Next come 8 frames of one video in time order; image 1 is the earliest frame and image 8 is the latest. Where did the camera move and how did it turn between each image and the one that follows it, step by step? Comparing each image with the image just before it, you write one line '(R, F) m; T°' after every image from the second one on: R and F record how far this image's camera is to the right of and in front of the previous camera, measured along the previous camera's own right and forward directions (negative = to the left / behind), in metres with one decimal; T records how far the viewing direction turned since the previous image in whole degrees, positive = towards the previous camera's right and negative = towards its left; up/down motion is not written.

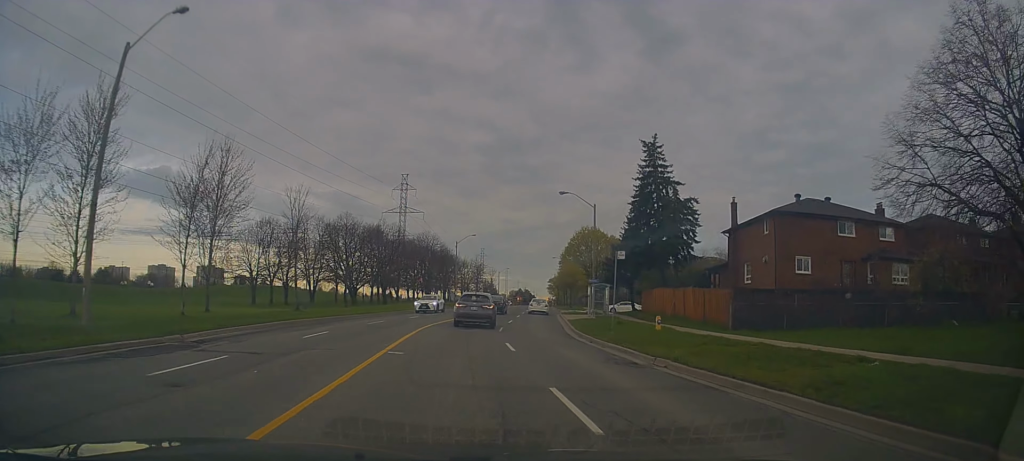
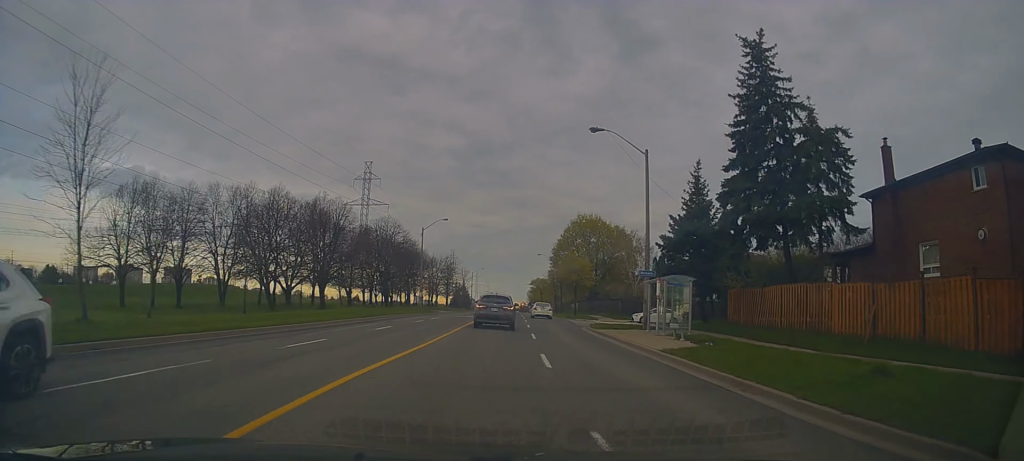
(+1.3, +20.9) m; +5°
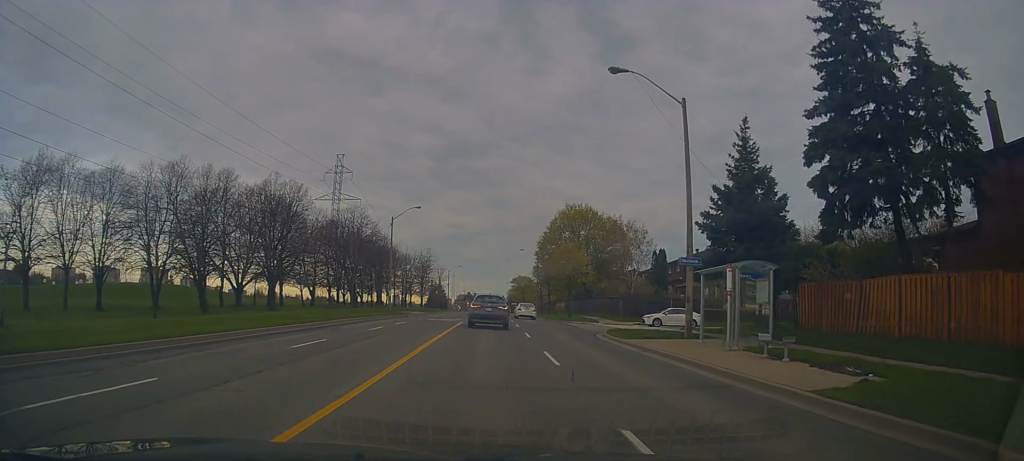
(0.0, +9.1) m; 0°
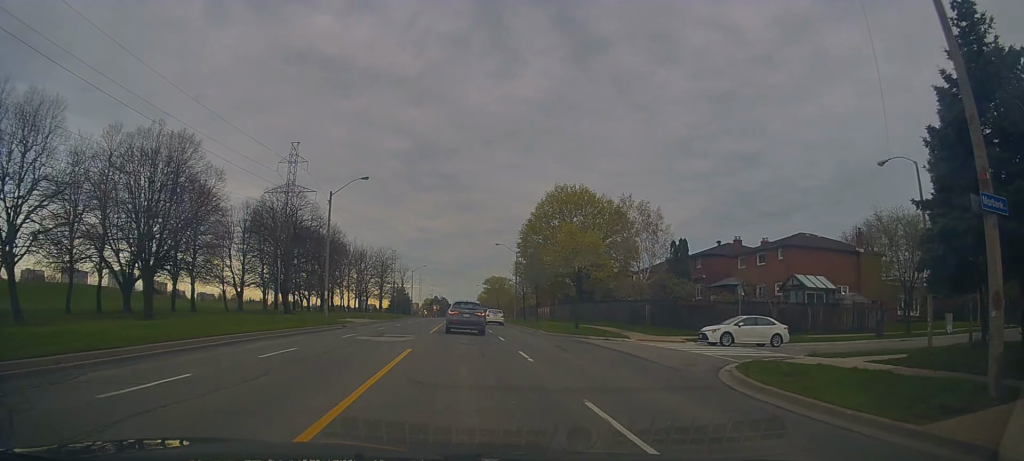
(-0.4, +17.0) m; 0°
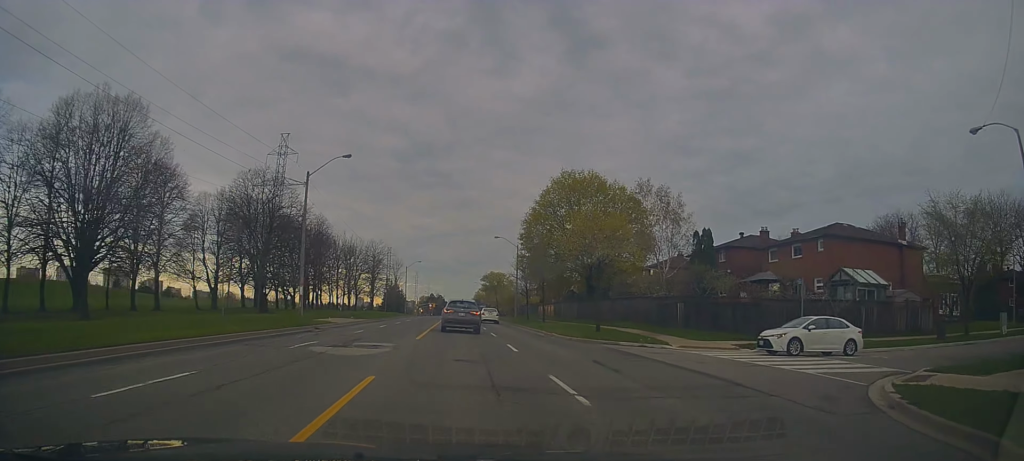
(0.0, +6.4) m; +1°
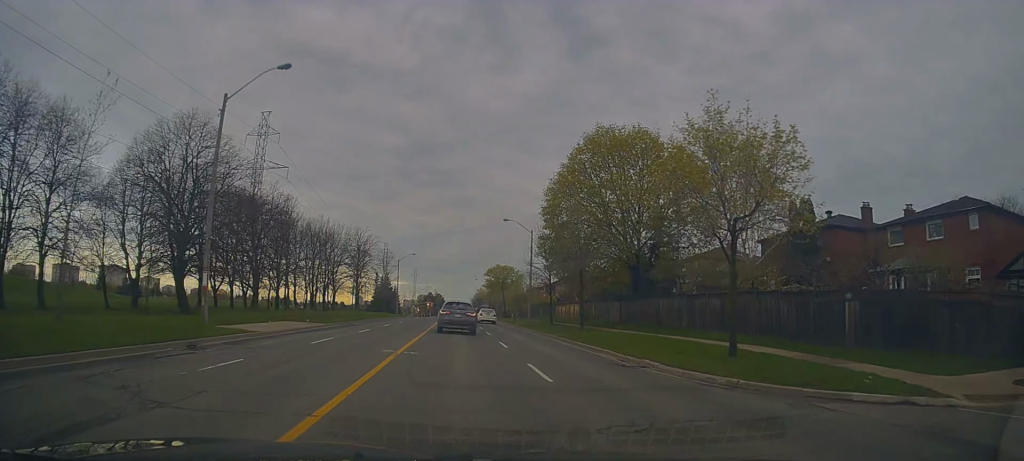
(+0.6, +15.2) m; +4°
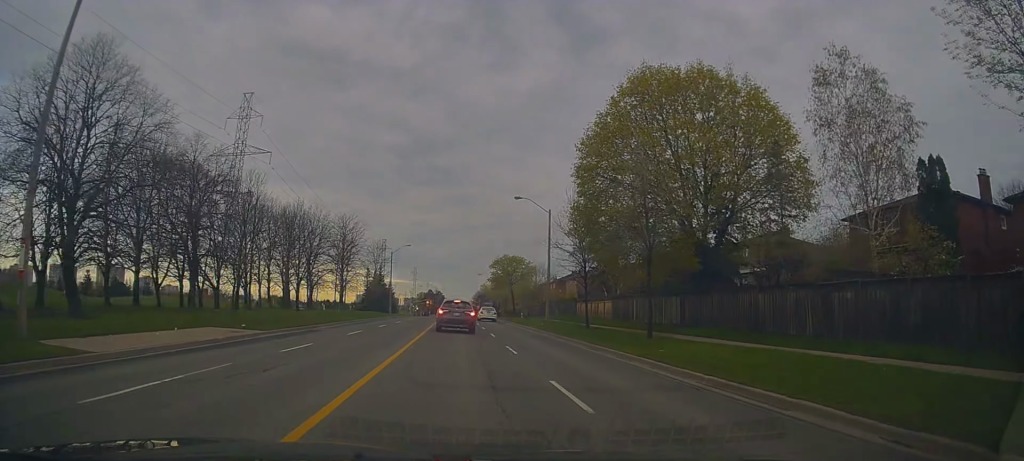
(+0.4, +12.1) m; +2°
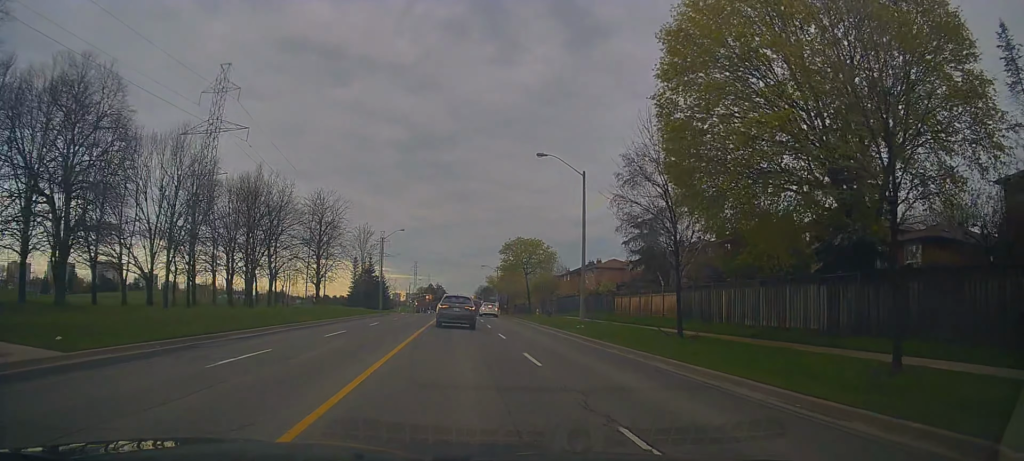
(-0.1, +13.7) m; -2°
